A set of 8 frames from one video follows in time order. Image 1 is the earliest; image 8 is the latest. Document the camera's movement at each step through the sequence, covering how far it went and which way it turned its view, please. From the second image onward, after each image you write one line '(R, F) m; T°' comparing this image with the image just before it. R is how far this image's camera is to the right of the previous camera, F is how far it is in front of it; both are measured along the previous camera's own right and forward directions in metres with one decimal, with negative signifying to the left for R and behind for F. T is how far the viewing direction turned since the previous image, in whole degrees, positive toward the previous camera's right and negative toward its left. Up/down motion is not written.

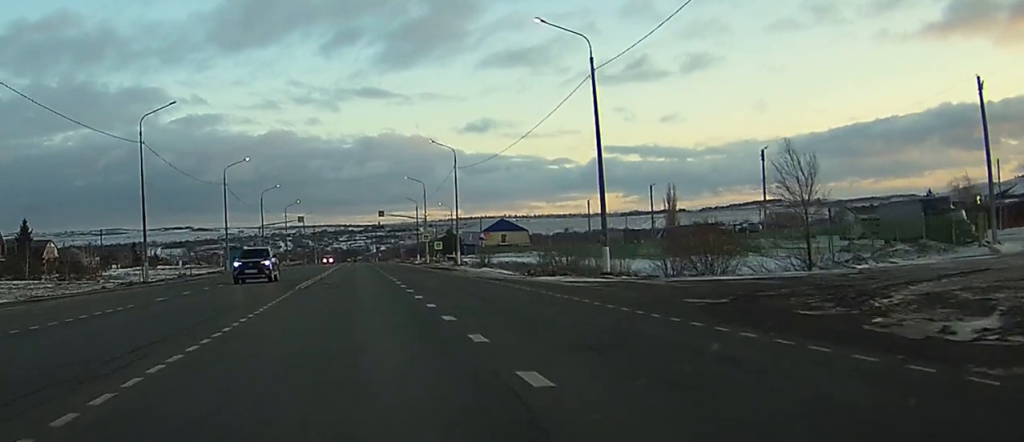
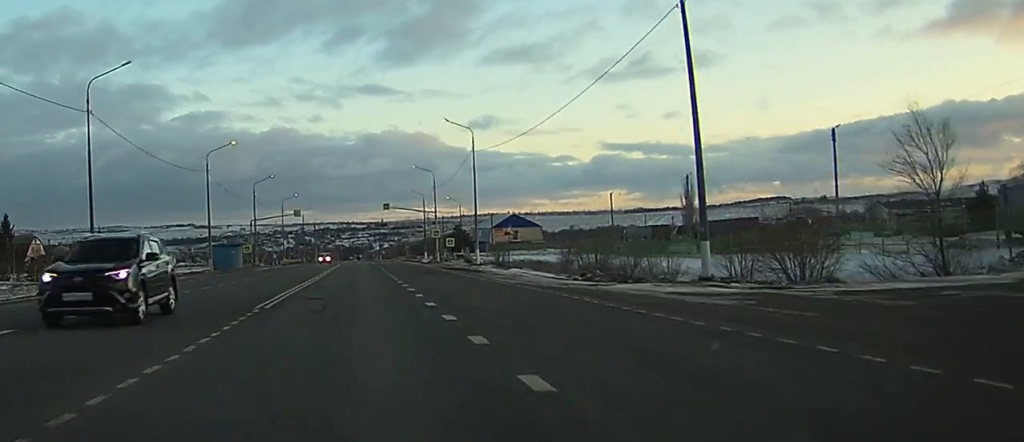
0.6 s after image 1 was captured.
(0.0, +12.1) m; 0°
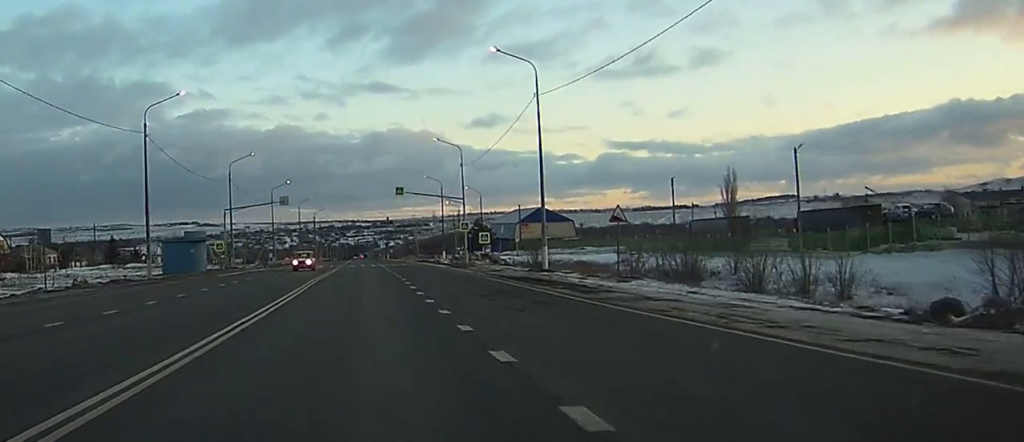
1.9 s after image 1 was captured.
(0.0, +25.4) m; 0°
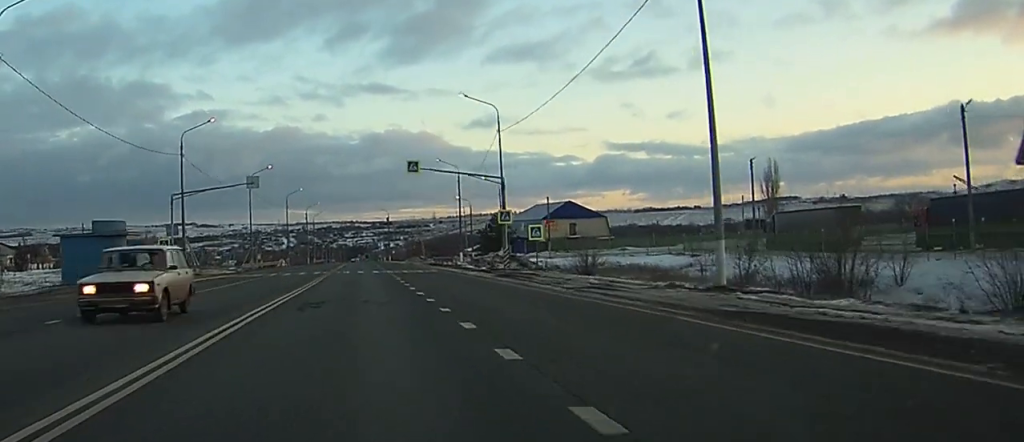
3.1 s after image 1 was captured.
(-0.1, +23.9) m; 0°
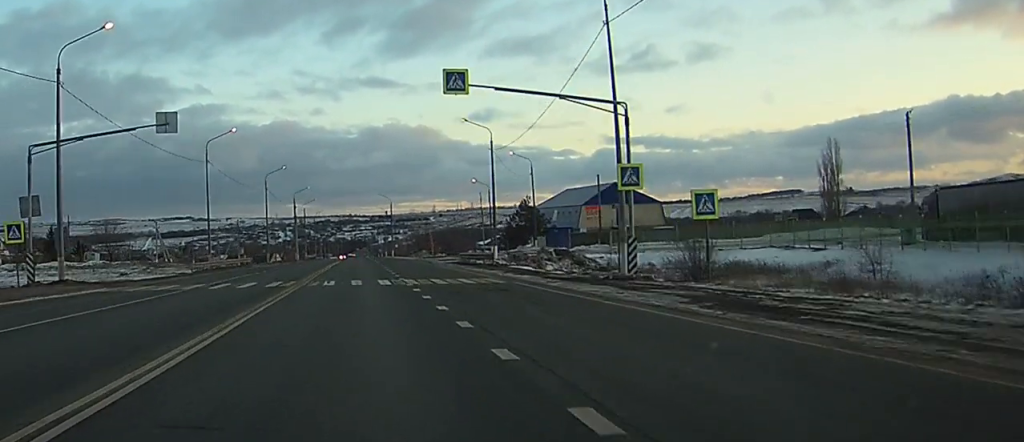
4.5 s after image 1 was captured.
(0.0, +27.9) m; 0°
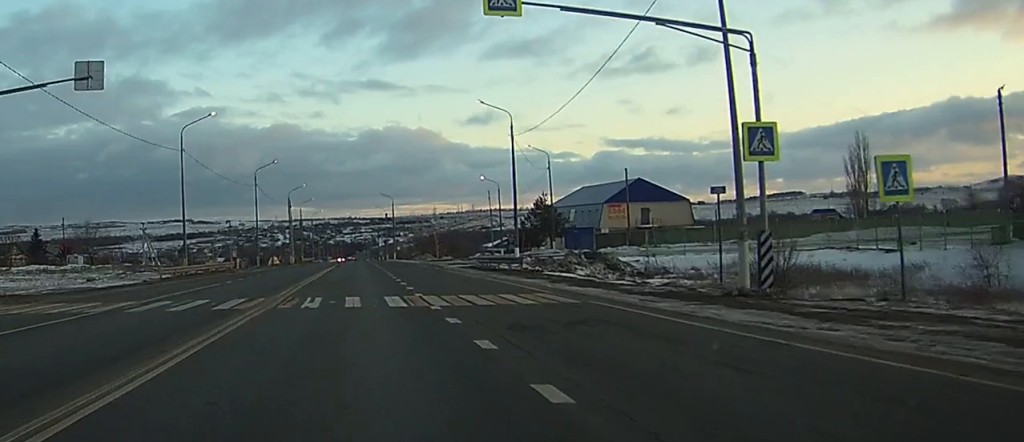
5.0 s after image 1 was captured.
(0.0, +10.6) m; 0°
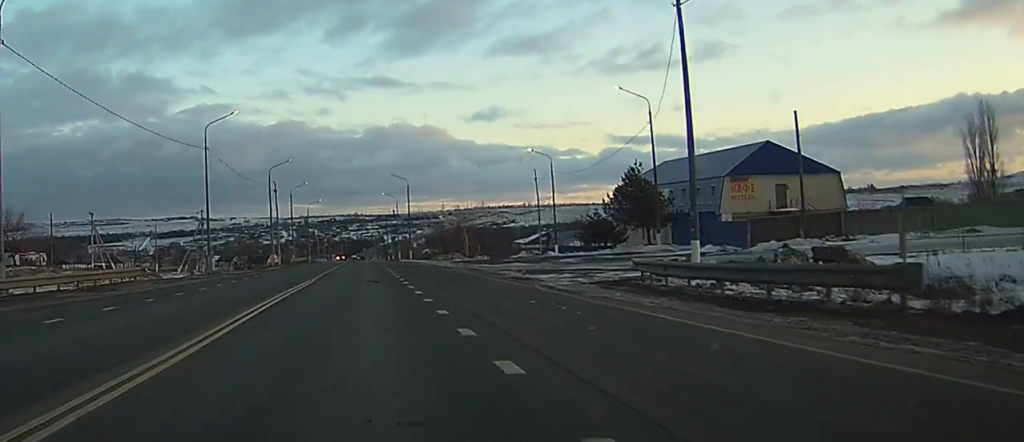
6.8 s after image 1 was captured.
(+0.3, +35.0) m; +2°
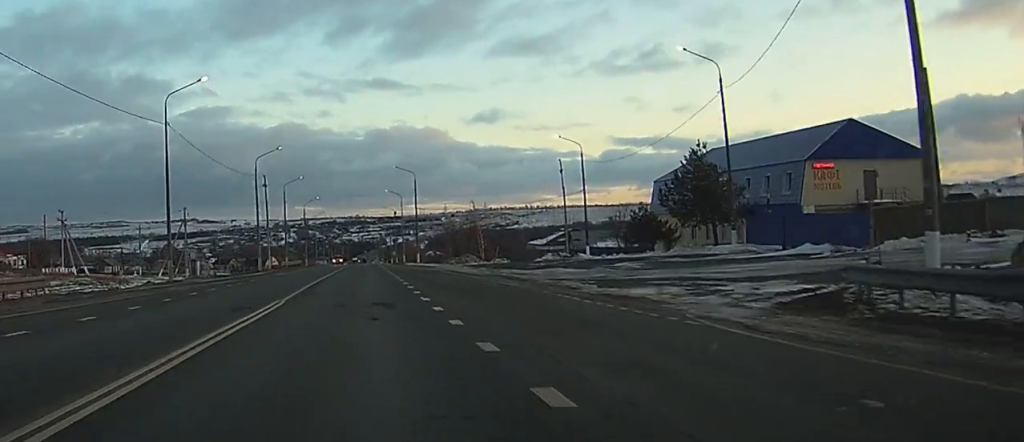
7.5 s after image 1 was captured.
(+0.4, +13.9) m; -2°
